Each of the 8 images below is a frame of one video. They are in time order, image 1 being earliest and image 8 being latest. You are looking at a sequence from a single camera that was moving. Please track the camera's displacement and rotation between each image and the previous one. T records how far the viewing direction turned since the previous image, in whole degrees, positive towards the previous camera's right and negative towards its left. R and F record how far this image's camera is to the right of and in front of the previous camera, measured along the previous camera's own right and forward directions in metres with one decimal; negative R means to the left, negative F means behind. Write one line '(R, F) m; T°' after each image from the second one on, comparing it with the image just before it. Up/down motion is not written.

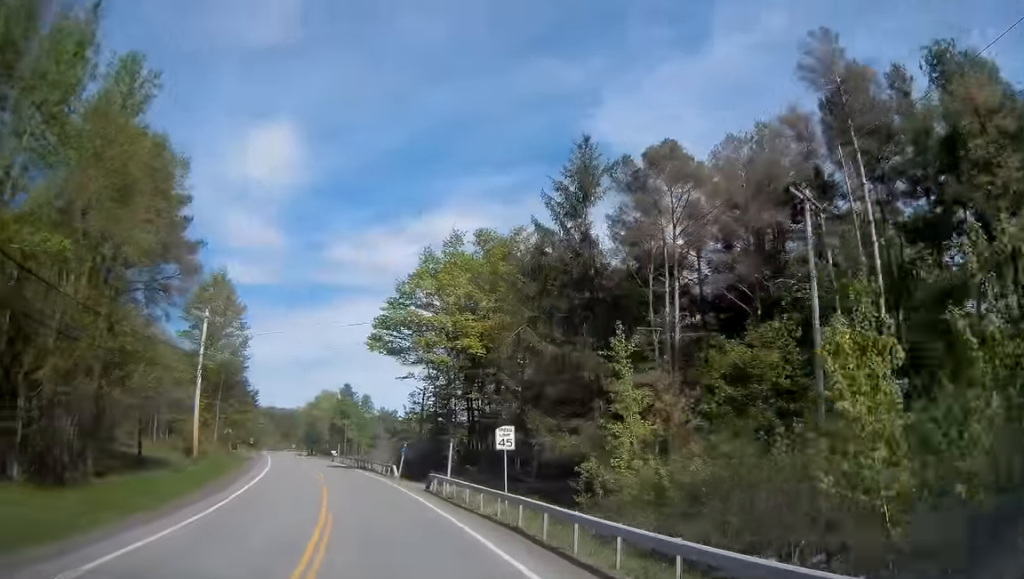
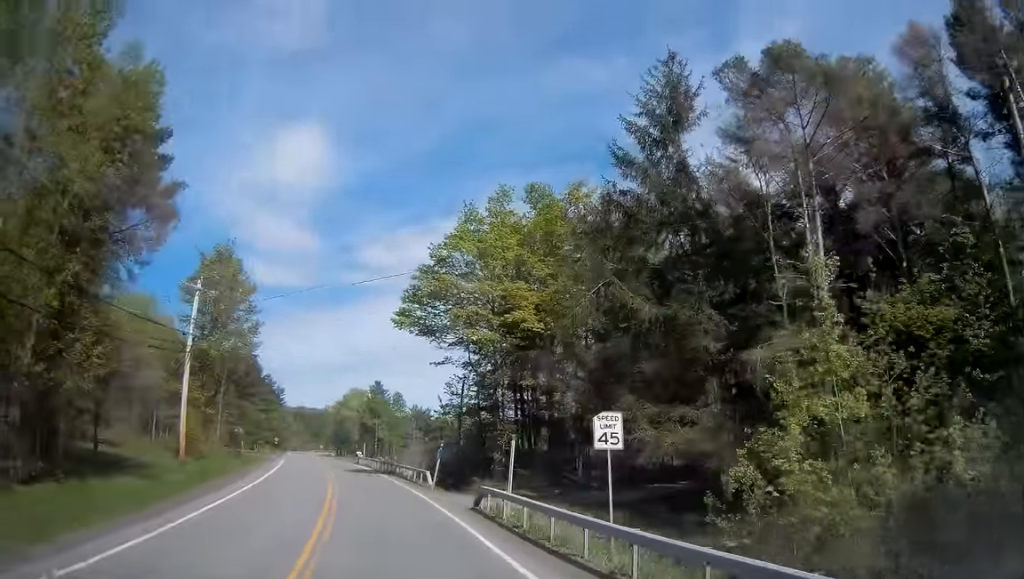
(-0.1, +7.7) m; -3°
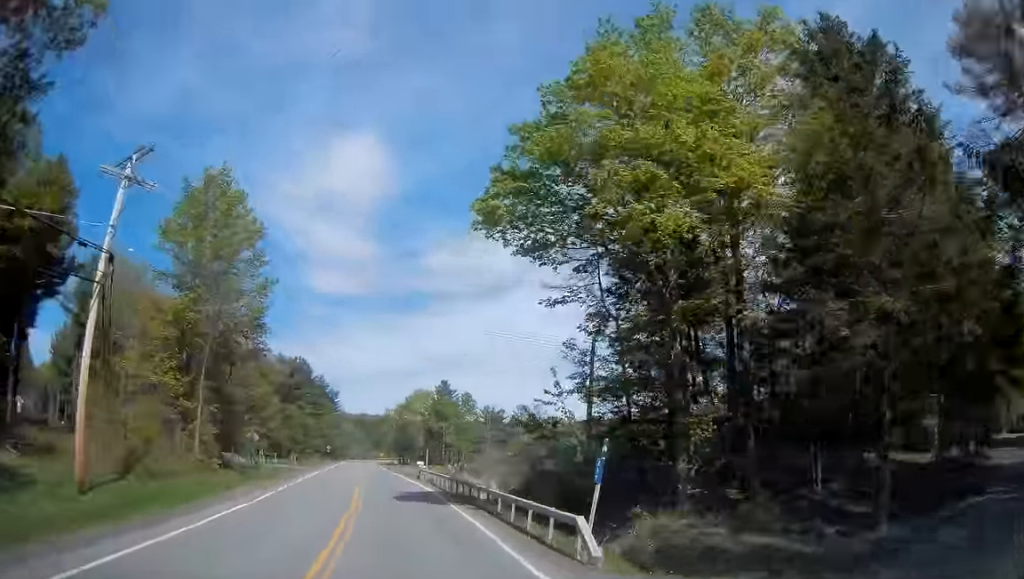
(-0.8, +16.6) m; -5°
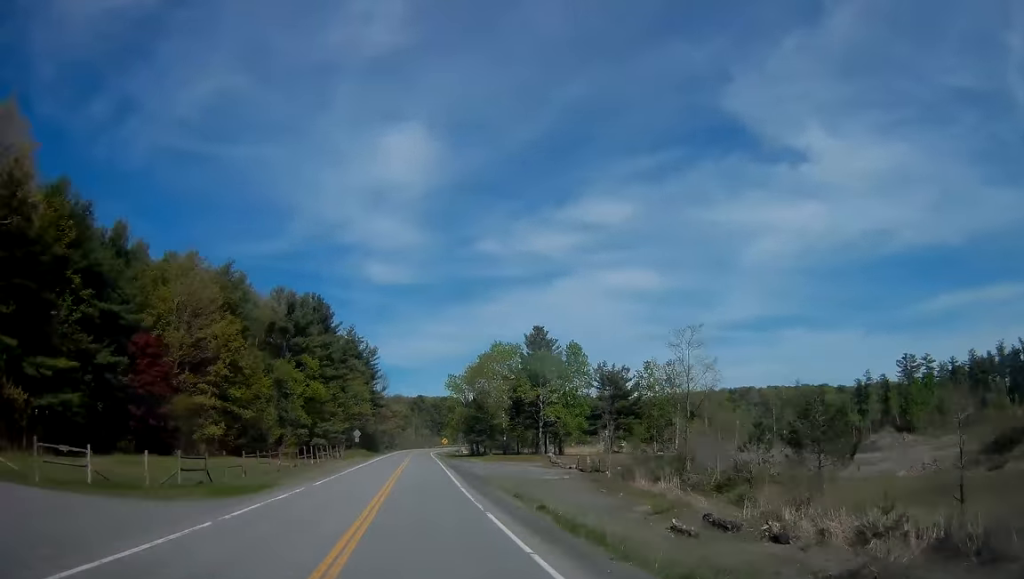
(-5.5, +51.3) m; -8°
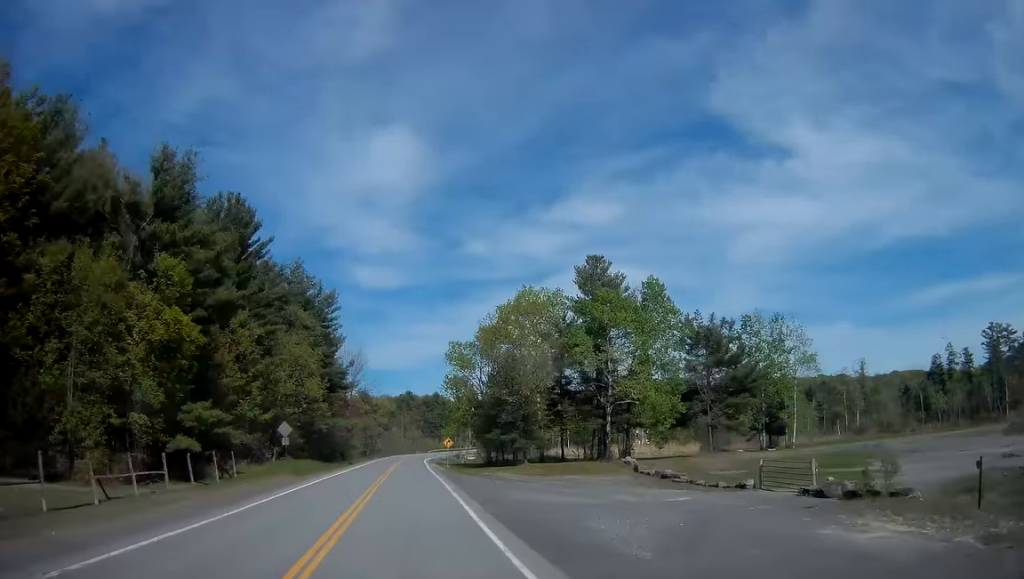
(-0.2, +39.1) m; -1°
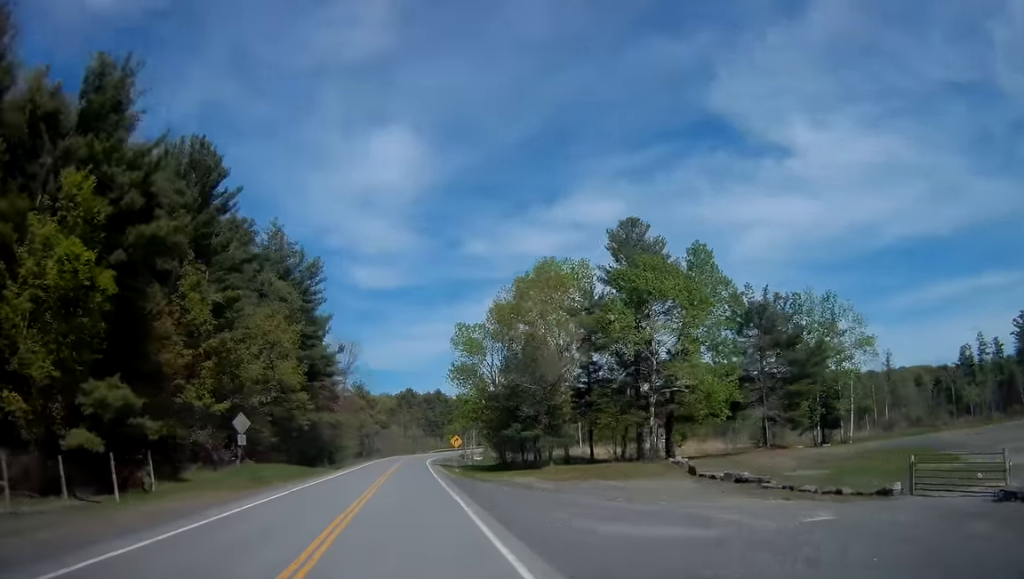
(-0.2, +10.7) m; 0°
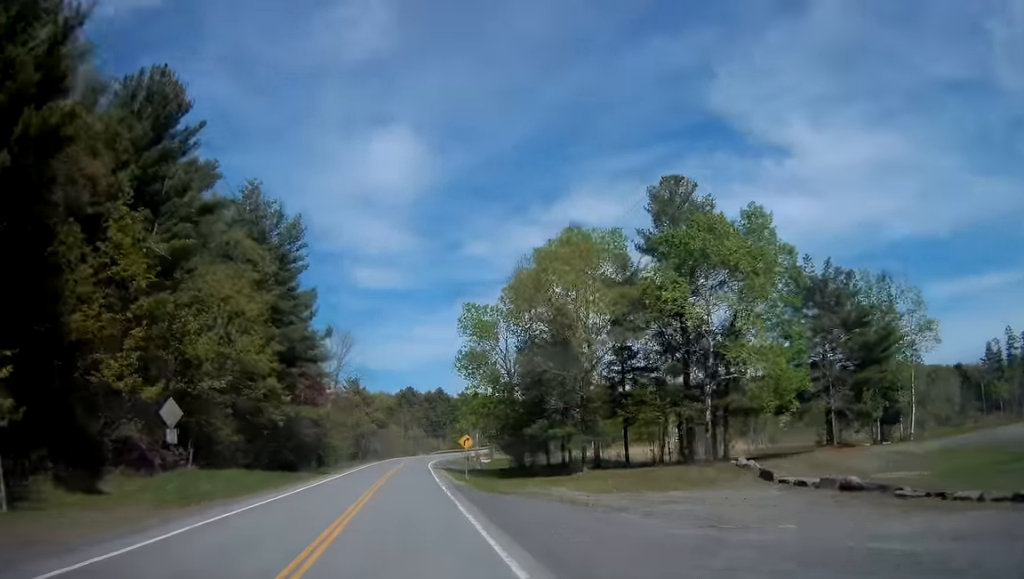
(+0.1, +9.5) m; 0°
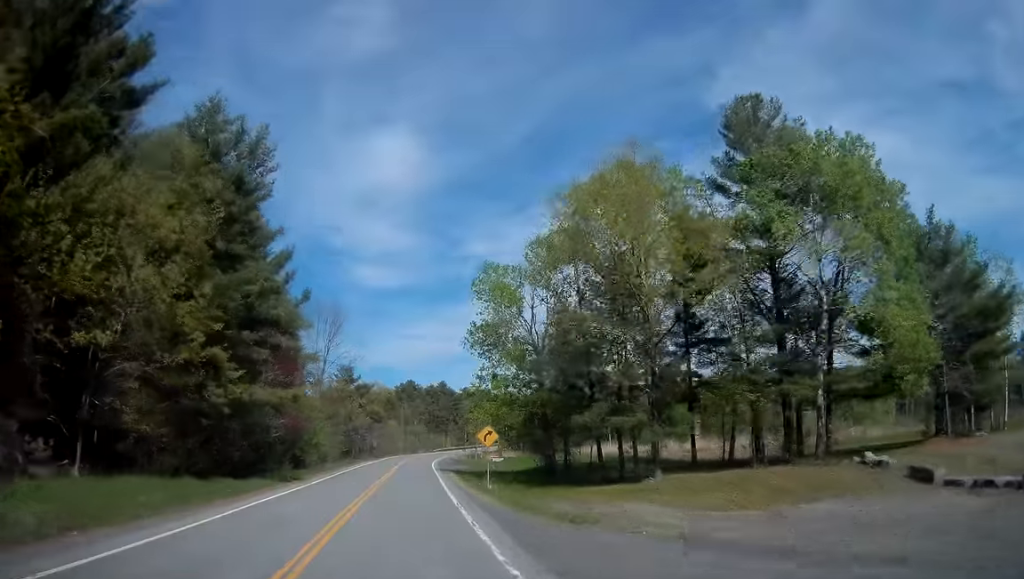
(+0.3, +11.7) m; 0°
